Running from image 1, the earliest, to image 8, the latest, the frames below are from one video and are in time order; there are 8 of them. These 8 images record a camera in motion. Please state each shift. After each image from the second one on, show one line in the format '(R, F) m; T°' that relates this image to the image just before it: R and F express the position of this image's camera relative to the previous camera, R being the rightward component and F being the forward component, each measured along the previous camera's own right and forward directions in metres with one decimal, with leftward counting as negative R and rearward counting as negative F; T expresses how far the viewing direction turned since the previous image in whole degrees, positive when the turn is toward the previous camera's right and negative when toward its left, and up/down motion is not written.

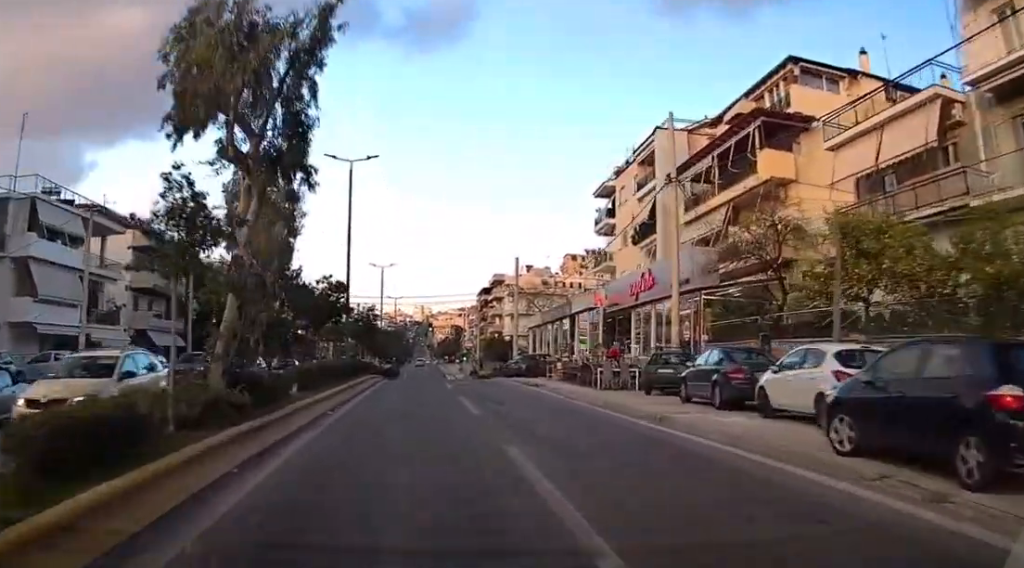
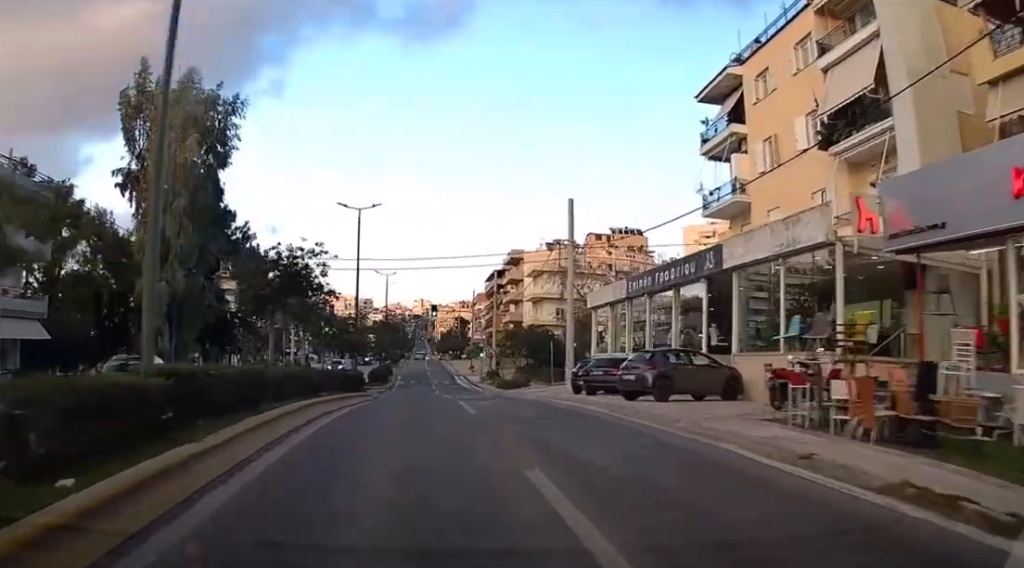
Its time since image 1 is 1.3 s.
(-0.3, +23.8) m; 0°
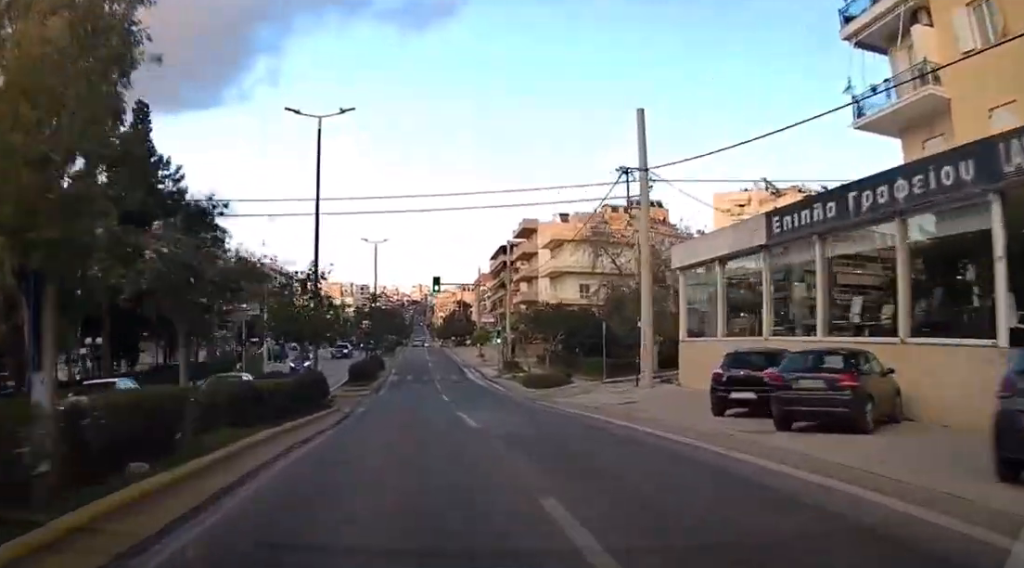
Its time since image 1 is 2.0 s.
(+0.3, +14.6) m; 0°
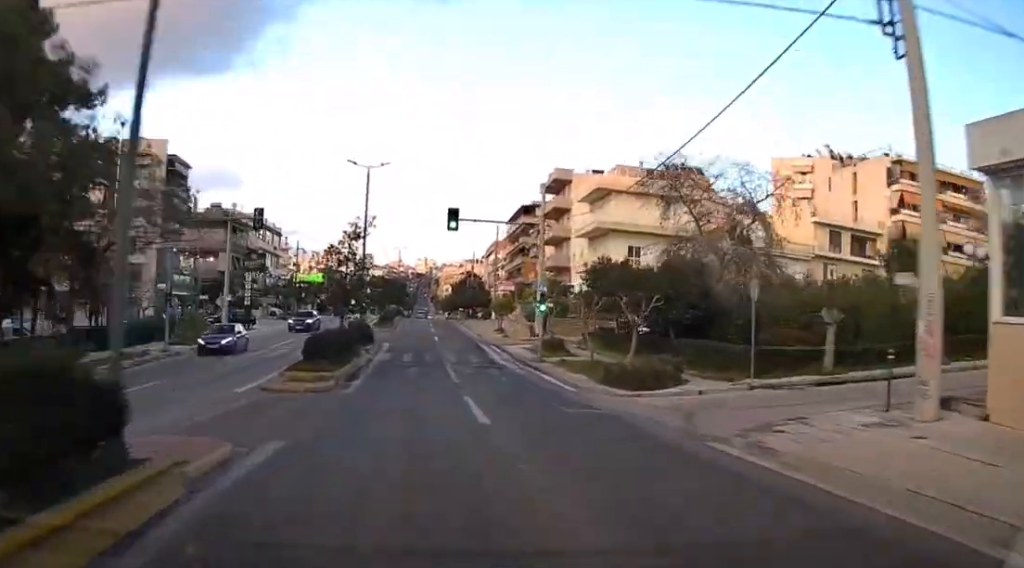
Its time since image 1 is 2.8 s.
(-0.1, +16.2) m; -1°
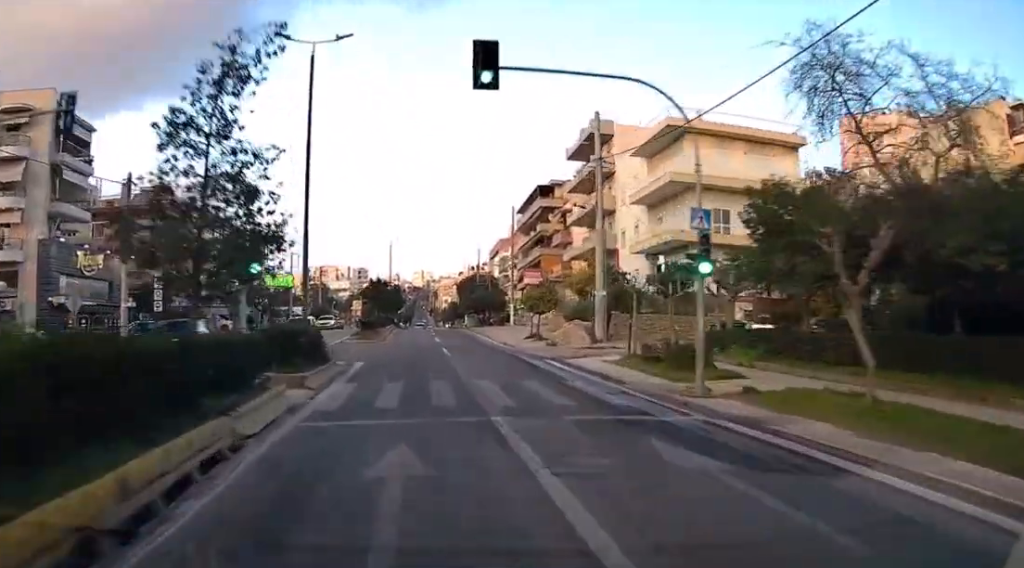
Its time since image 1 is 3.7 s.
(-0.3, +19.9) m; -1°
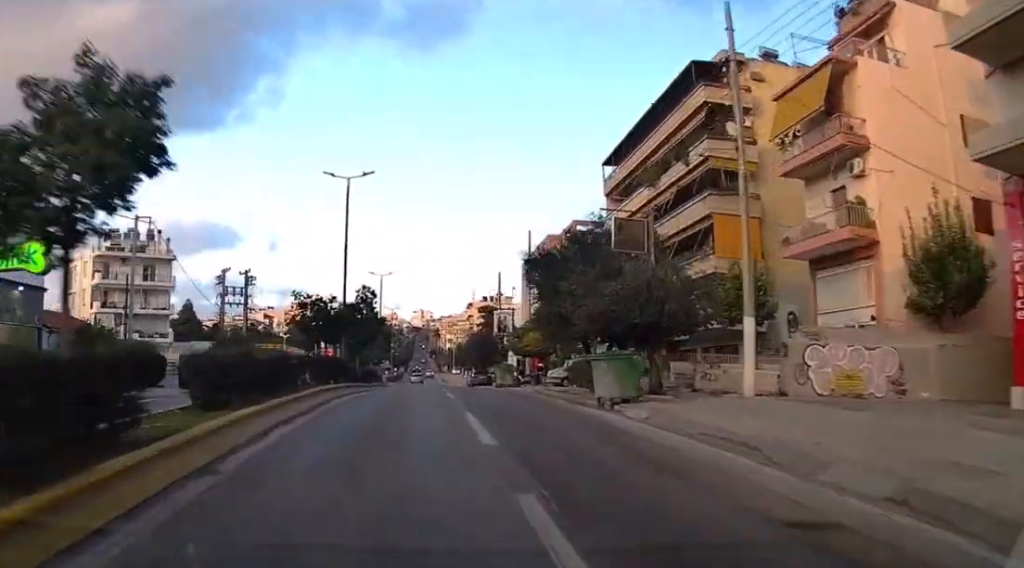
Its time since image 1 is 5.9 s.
(+0.5, +53.0) m; +1°
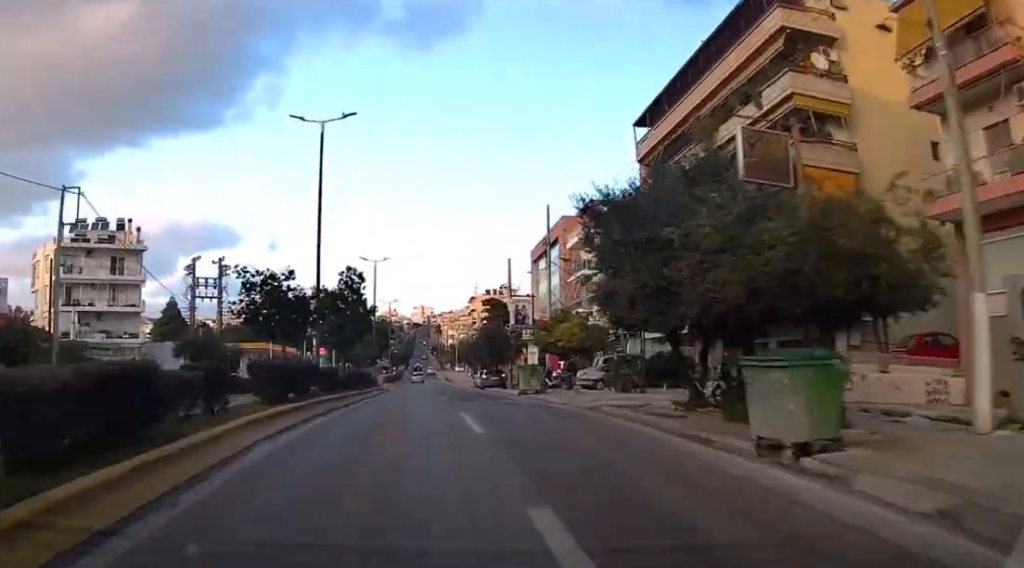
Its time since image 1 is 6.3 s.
(0.0, +9.7) m; 0°
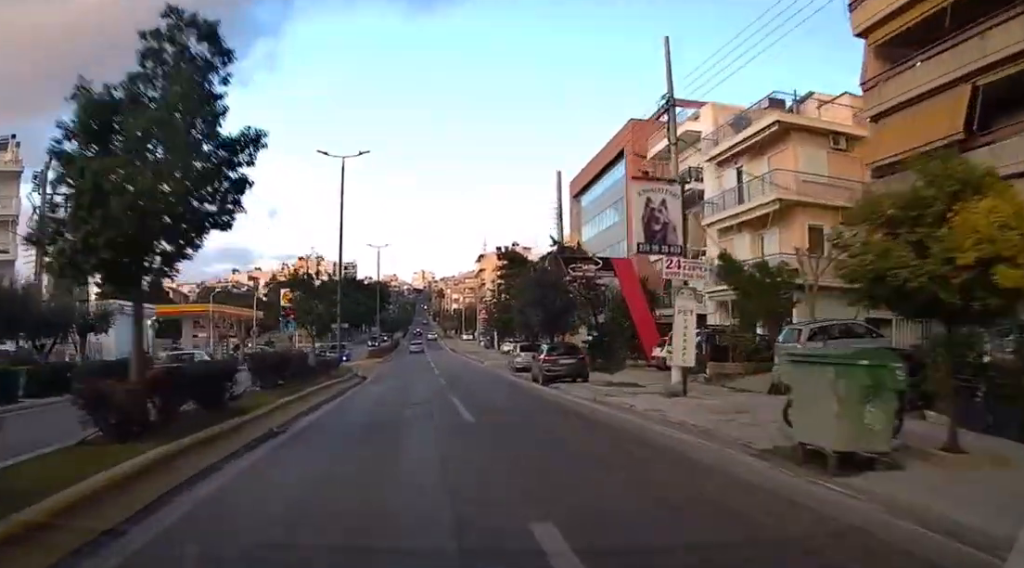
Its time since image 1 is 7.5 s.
(-0.1, +27.3) m; 0°
